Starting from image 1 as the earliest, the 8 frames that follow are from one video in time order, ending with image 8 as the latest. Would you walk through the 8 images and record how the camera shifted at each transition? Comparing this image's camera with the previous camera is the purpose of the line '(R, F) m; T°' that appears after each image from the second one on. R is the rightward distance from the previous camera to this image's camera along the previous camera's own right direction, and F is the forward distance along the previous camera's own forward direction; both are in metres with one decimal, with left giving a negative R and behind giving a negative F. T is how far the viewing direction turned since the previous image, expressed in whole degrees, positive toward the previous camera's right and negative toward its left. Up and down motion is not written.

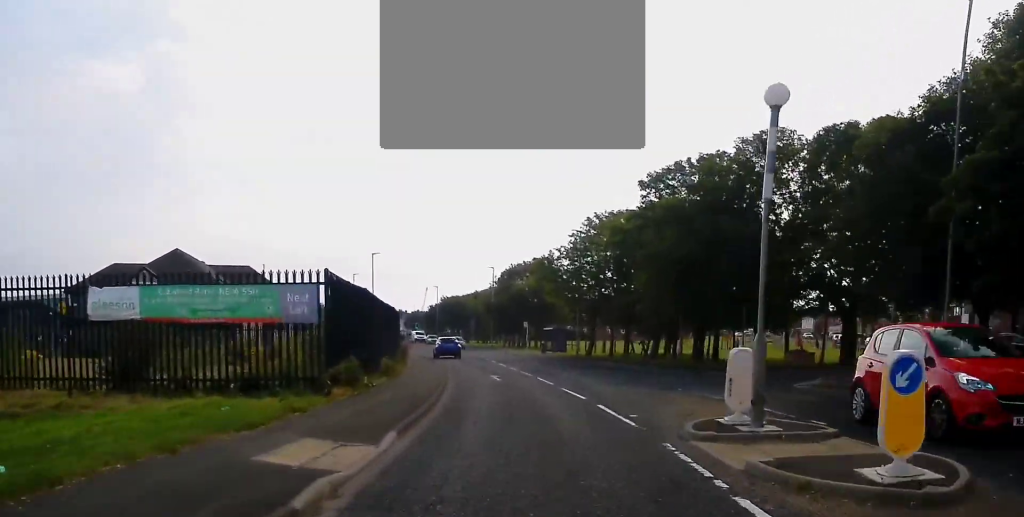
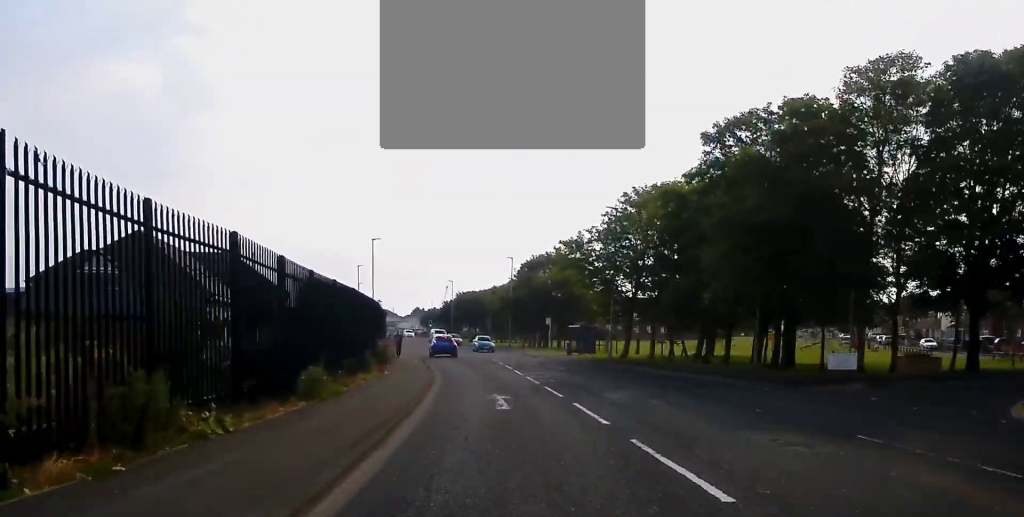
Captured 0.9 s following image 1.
(-0.4, +10.8) m; -2°
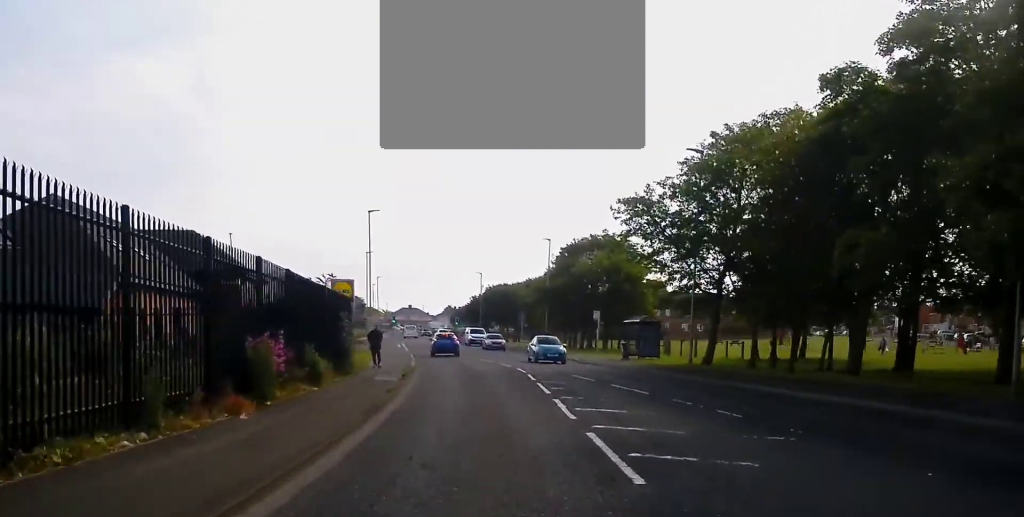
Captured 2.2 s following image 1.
(+0.1, +16.2) m; 0°
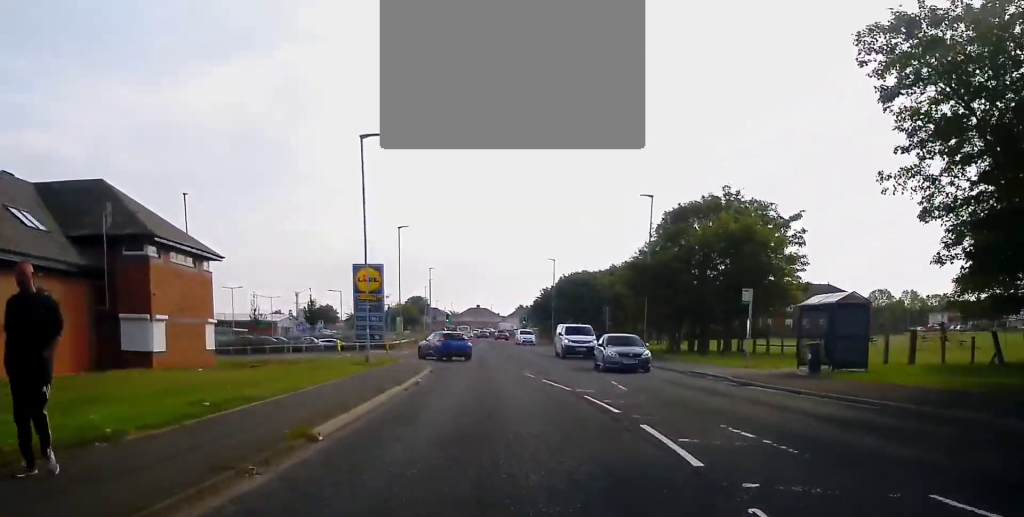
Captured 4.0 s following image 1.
(-1.4, +22.4) m; -7°
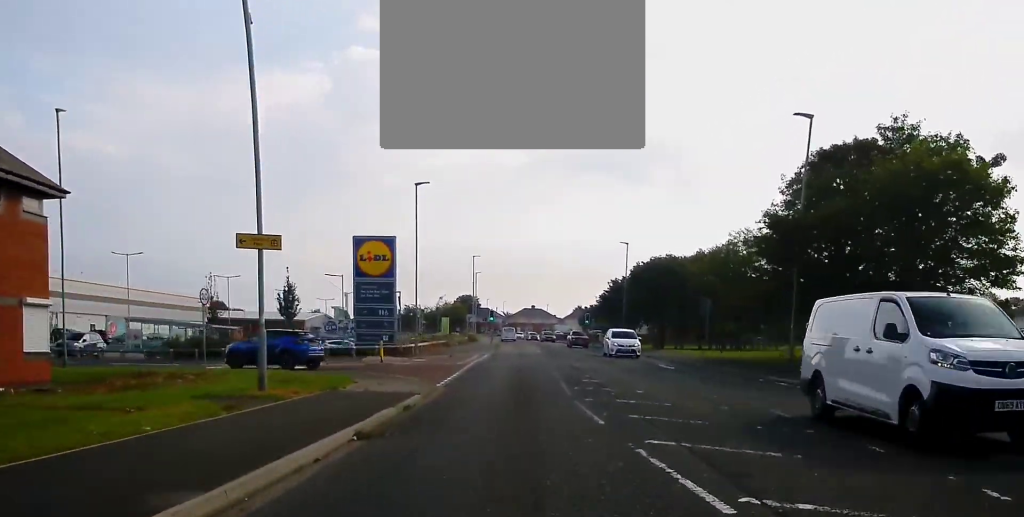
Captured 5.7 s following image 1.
(-0.4, +19.5) m; -2°
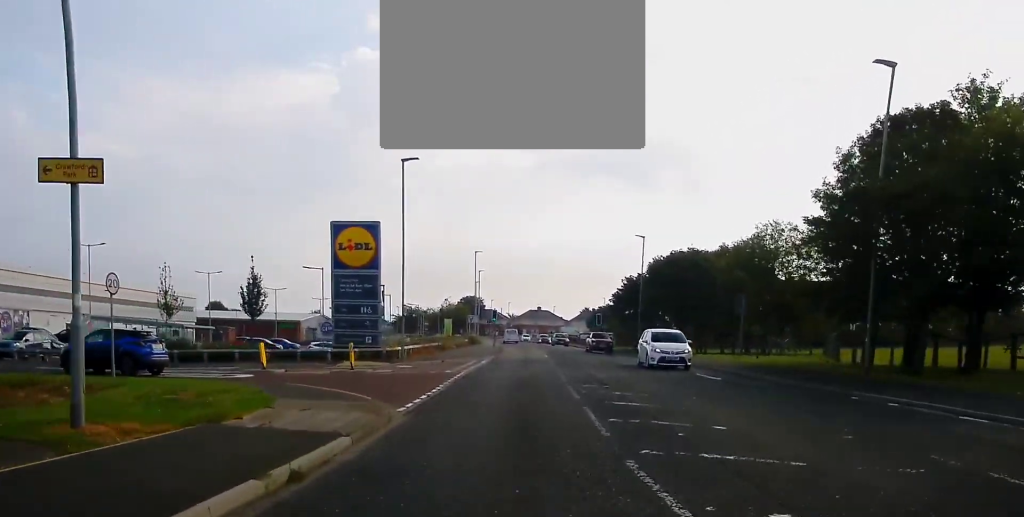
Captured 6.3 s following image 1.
(+0.1, +7.1) m; -1°
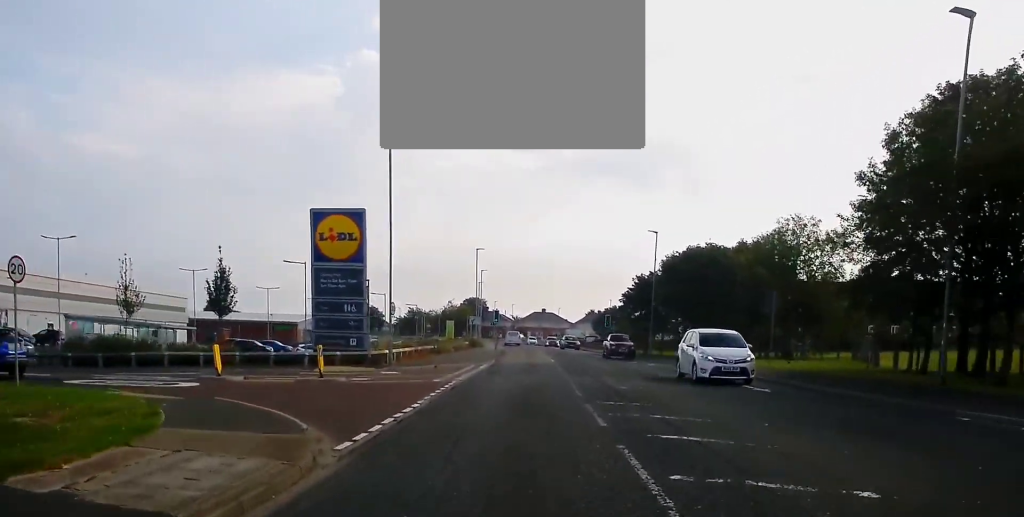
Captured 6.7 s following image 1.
(-0.1, +4.7) m; -1°
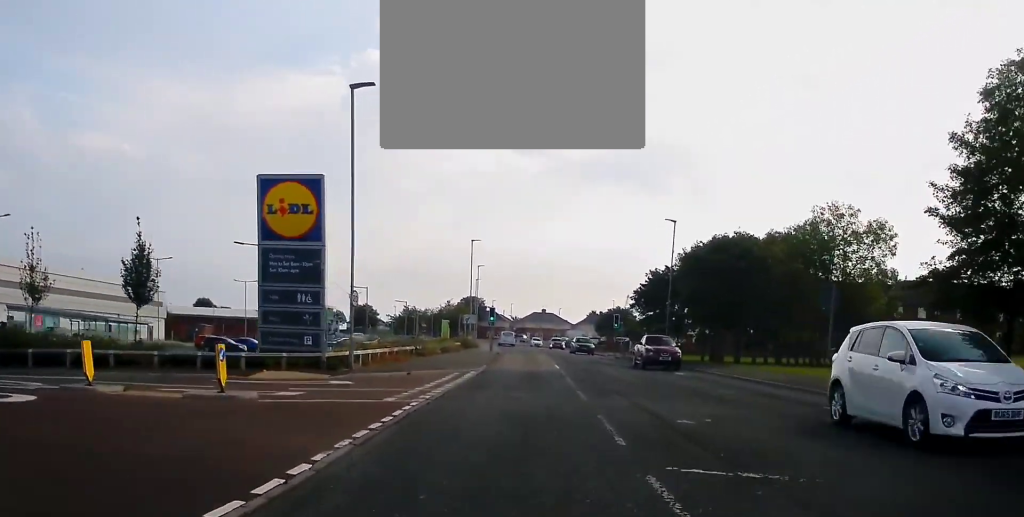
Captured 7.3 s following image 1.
(-0.3, +7.6) m; 0°
